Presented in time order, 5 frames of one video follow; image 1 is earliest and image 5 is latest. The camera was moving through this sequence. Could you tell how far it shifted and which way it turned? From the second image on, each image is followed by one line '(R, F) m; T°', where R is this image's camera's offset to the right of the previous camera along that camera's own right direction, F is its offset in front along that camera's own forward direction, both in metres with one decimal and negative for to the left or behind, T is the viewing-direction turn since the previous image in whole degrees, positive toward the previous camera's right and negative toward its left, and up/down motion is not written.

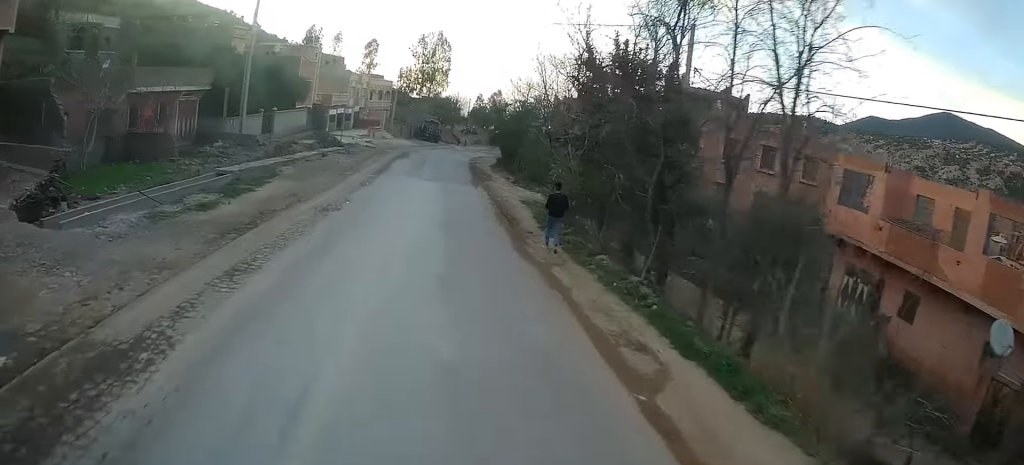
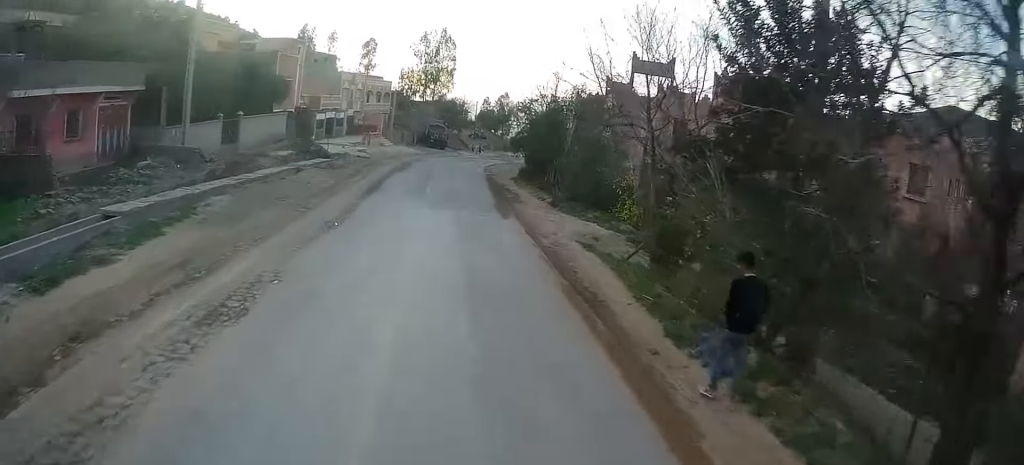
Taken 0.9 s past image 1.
(-0.6, +9.4) m; 0°
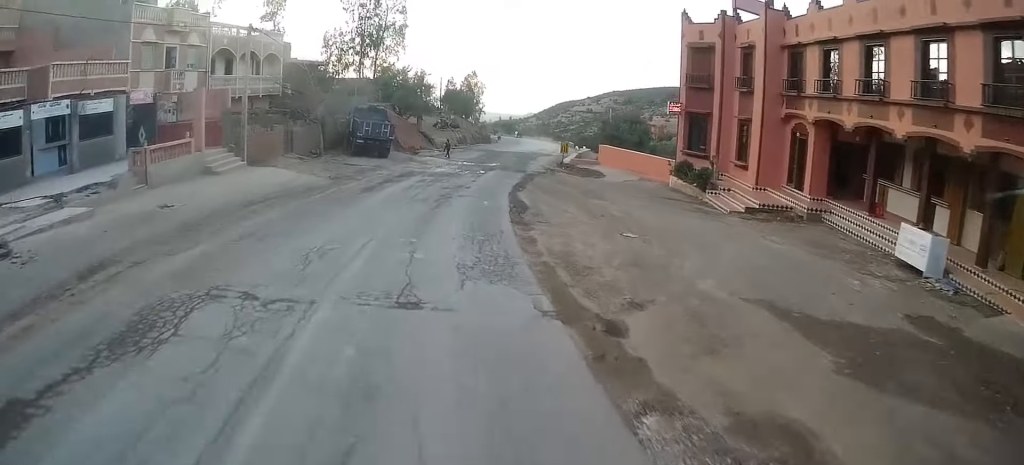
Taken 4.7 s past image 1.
(+1.8, +40.4) m; +5°
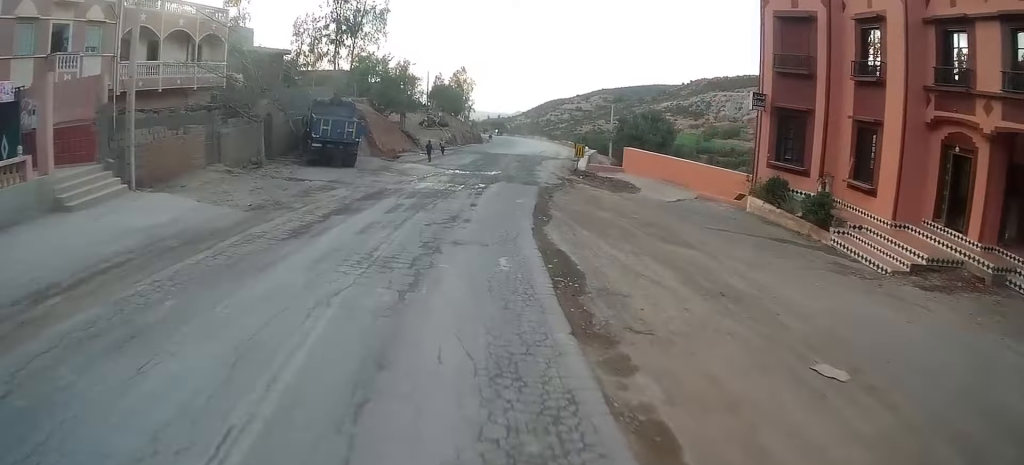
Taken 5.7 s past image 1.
(+0.3, +10.2) m; +4°
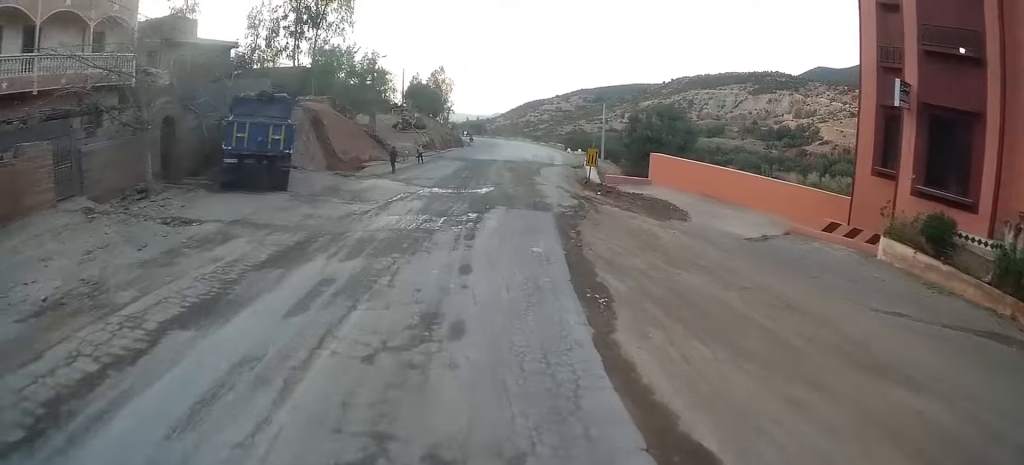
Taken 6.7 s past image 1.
(+0.4, +9.5) m; +3°
